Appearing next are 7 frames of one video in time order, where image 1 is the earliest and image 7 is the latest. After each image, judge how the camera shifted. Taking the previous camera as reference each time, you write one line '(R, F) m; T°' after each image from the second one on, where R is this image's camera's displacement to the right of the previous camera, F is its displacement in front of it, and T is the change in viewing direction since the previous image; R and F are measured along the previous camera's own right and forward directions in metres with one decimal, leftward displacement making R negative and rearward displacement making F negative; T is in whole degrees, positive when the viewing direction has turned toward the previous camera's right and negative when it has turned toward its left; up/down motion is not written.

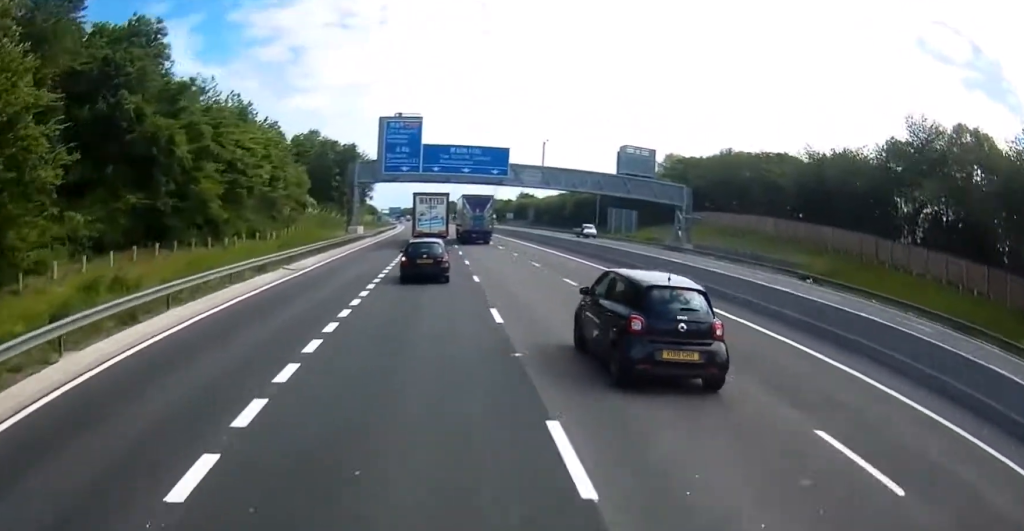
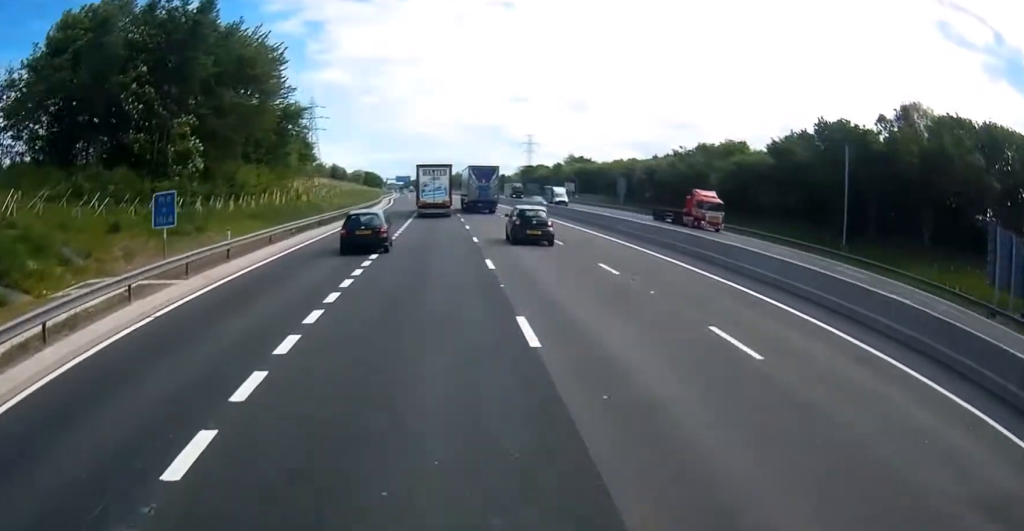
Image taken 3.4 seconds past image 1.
(-1.9, +83.2) m; -1°
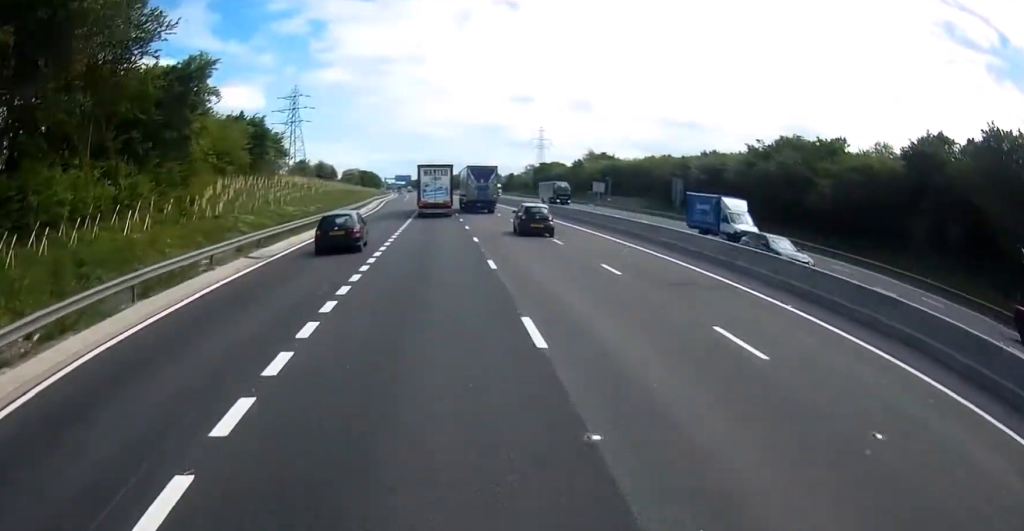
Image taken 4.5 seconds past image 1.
(+0.2, +26.2) m; -1°
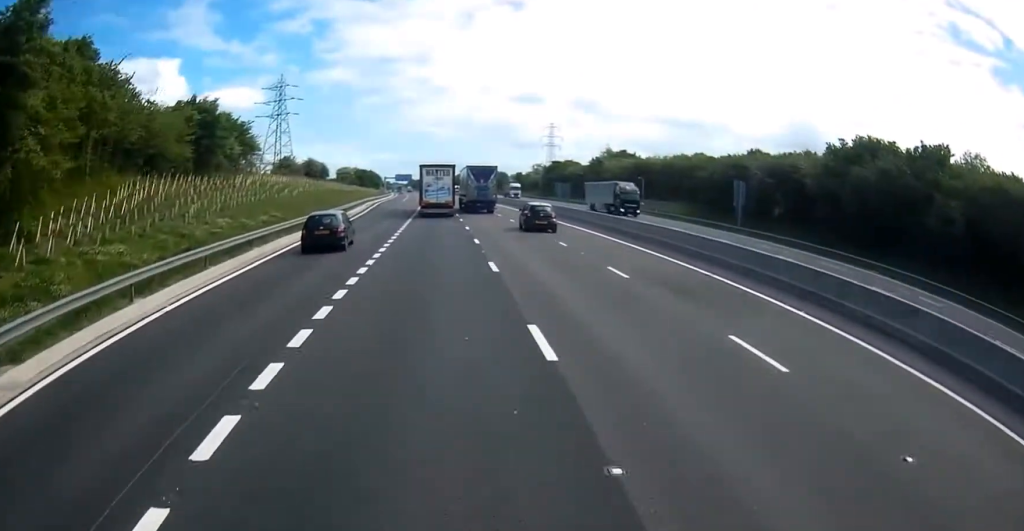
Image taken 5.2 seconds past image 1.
(-0.4, +18.0) m; -1°
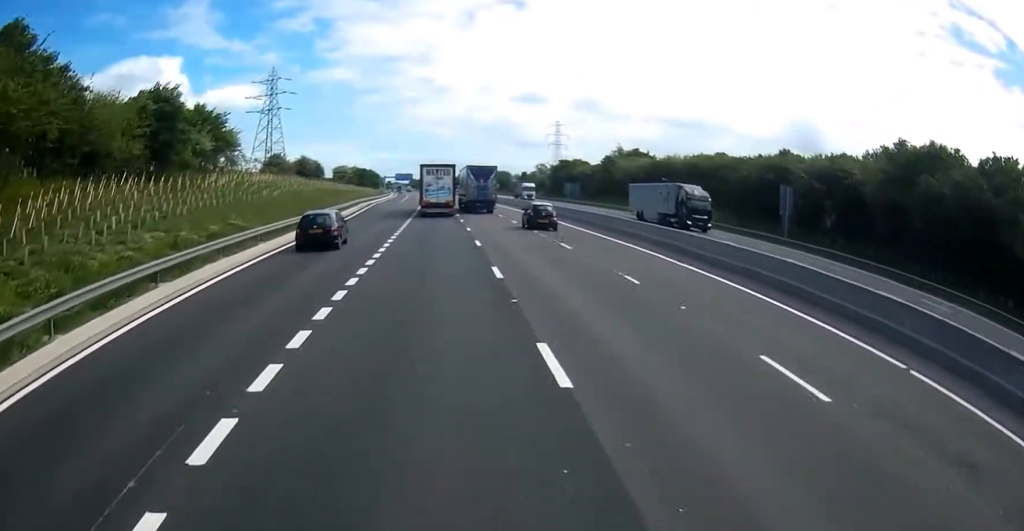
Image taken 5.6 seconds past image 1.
(0.0, +9.9) m; 0°
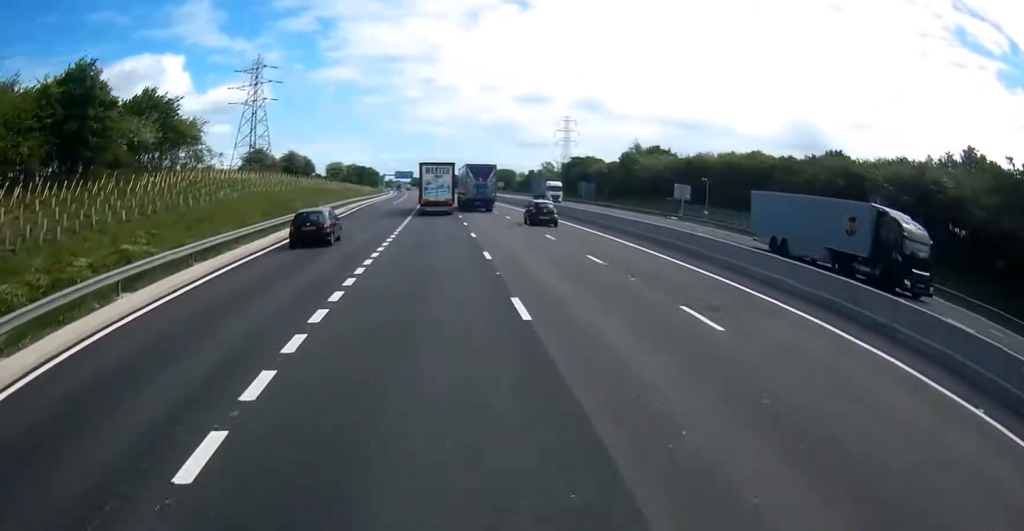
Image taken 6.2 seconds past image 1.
(0.0, +14.0) m; 0°
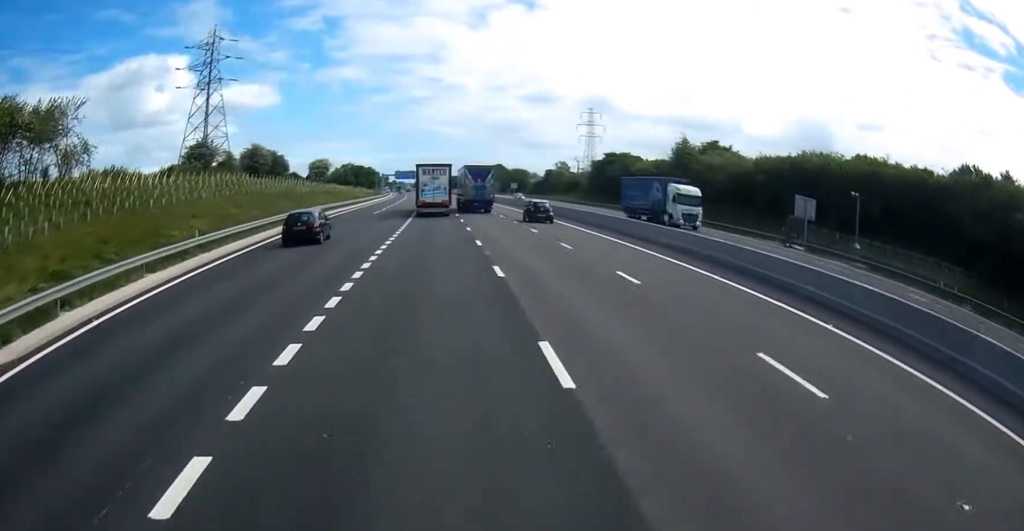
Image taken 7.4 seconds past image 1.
(+0.2, +30.6) m; +1°
